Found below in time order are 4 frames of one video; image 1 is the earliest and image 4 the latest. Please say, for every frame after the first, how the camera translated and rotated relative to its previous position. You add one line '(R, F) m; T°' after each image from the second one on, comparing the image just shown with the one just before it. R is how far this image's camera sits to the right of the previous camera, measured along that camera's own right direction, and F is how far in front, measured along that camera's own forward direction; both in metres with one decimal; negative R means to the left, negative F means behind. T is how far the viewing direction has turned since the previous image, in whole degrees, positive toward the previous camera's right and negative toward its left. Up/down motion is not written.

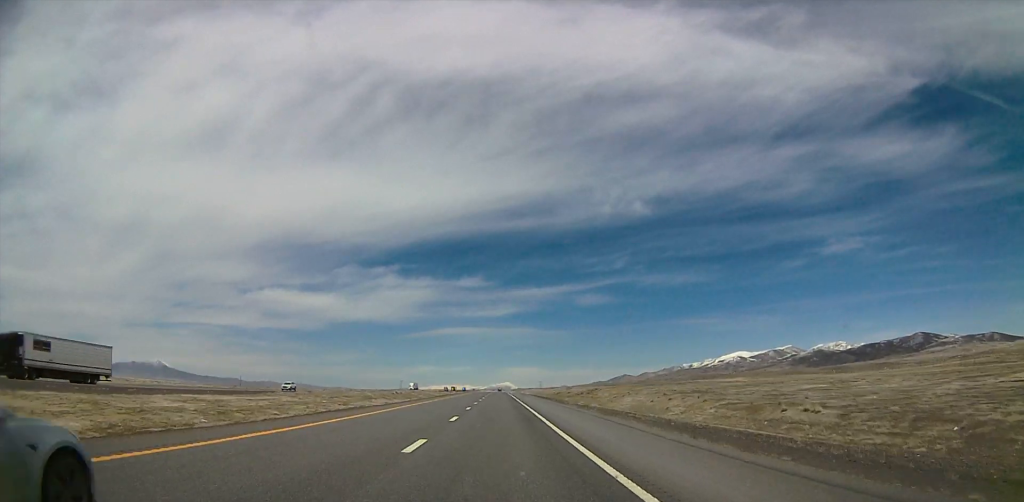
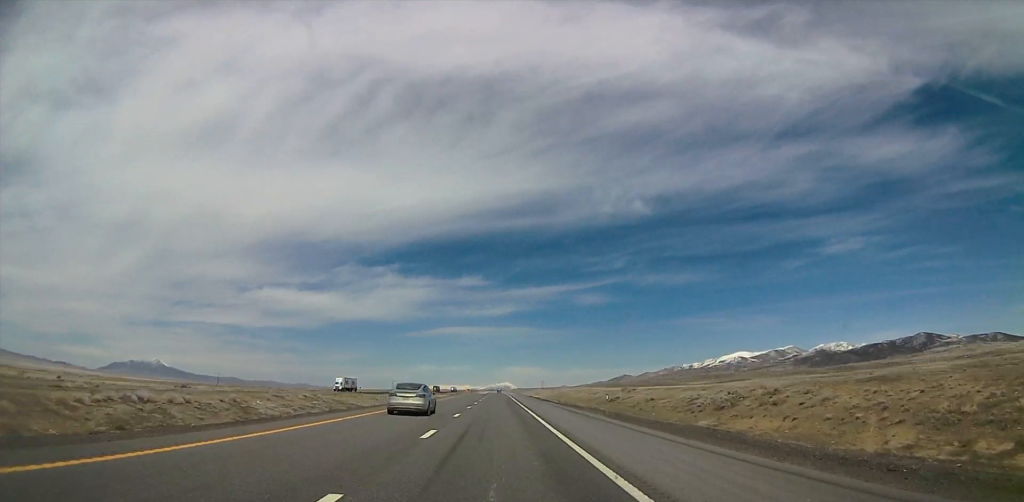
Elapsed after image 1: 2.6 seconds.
(0.0, +80.8) m; 0°
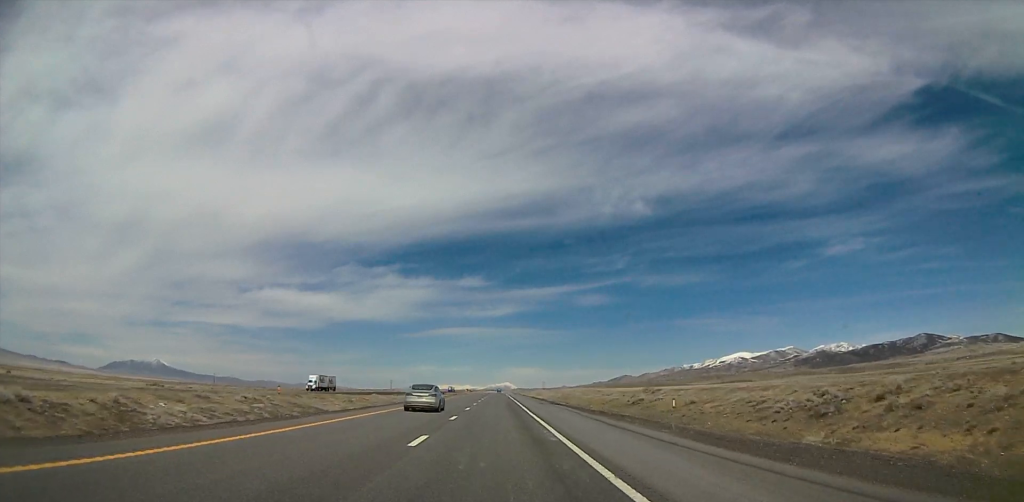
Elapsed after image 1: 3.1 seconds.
(0.0, +14.6) m; 0°
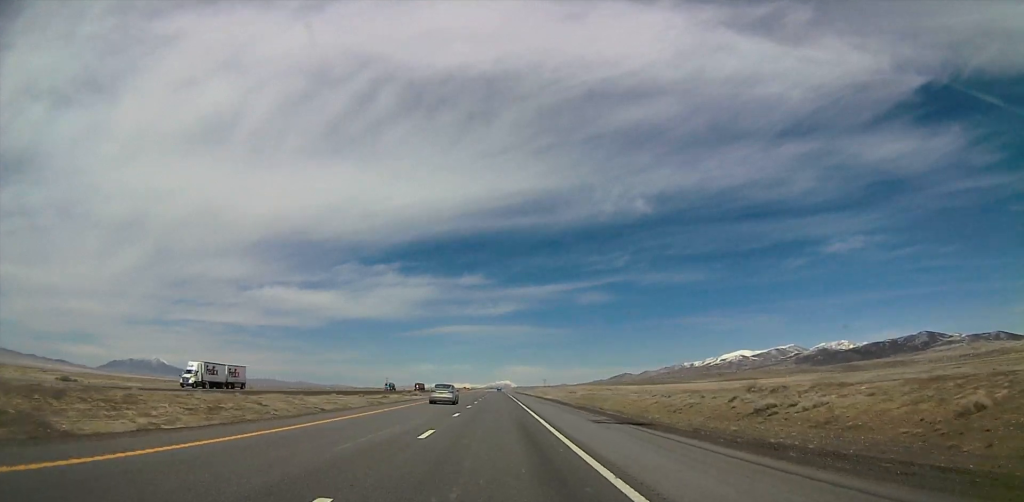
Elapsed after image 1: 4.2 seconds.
(0.0, +35.5) m; 0°
